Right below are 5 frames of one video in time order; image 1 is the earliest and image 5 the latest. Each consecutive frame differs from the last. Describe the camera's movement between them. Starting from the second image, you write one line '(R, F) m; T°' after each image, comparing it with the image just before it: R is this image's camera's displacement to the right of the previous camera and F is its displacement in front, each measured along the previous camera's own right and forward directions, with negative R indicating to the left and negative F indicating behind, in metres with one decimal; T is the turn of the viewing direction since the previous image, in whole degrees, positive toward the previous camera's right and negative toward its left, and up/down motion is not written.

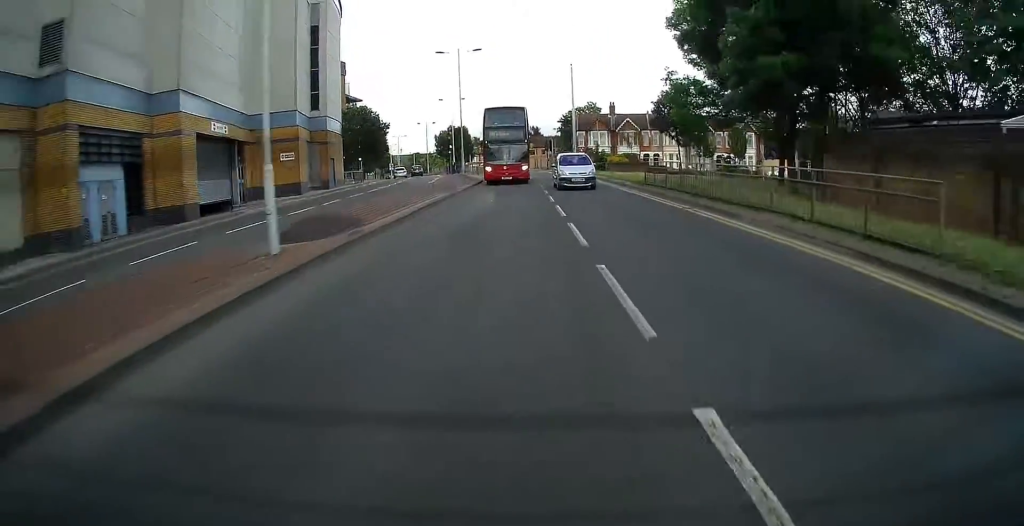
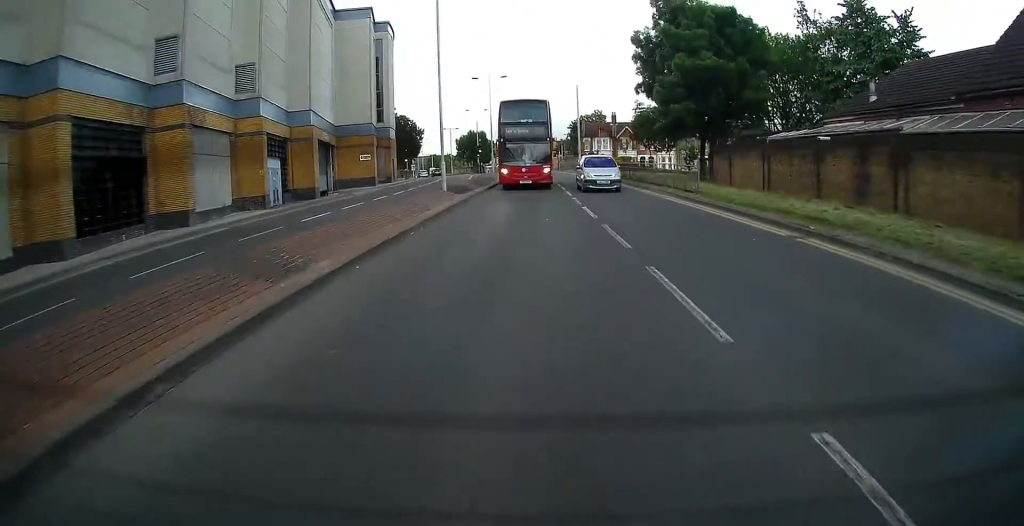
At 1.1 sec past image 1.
(+0.2, +14.6) m; 0°
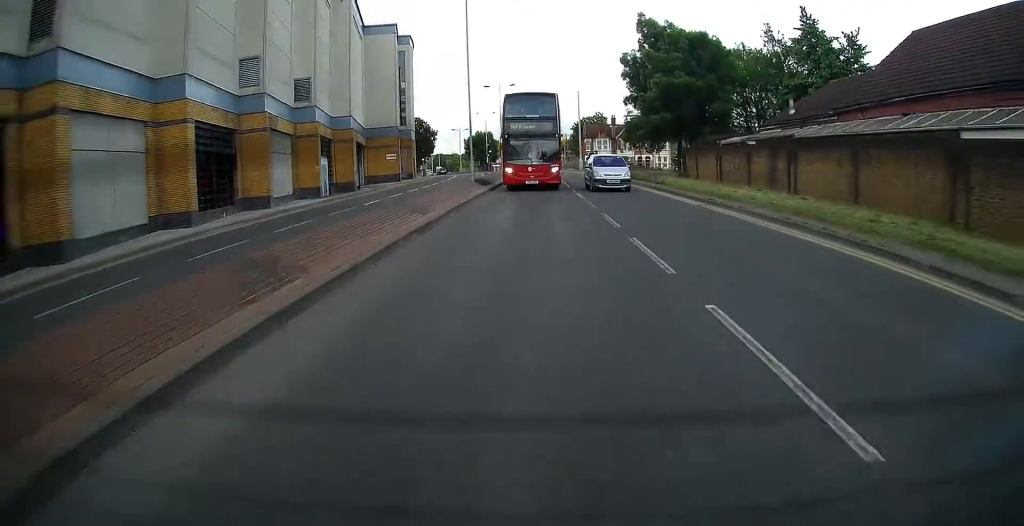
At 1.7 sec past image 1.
(0.0, +7.6) m; -1°
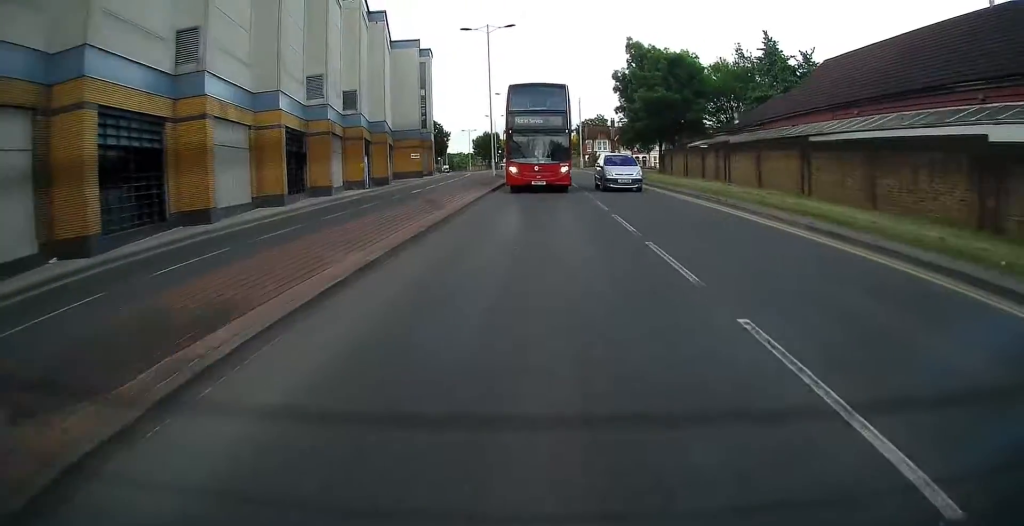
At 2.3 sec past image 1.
(-0.2, +9.0) m; -1°
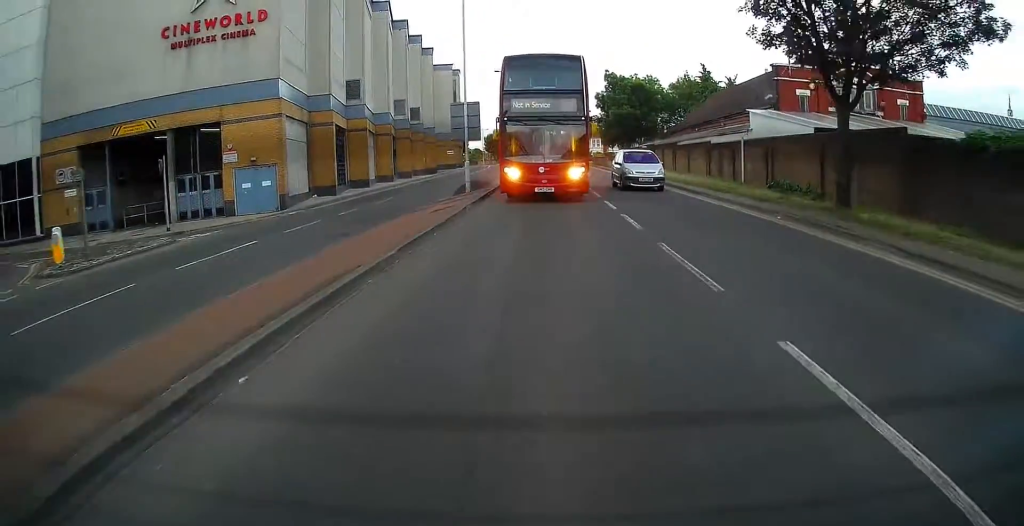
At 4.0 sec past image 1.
(+0.2, +23.1) m; +1°
